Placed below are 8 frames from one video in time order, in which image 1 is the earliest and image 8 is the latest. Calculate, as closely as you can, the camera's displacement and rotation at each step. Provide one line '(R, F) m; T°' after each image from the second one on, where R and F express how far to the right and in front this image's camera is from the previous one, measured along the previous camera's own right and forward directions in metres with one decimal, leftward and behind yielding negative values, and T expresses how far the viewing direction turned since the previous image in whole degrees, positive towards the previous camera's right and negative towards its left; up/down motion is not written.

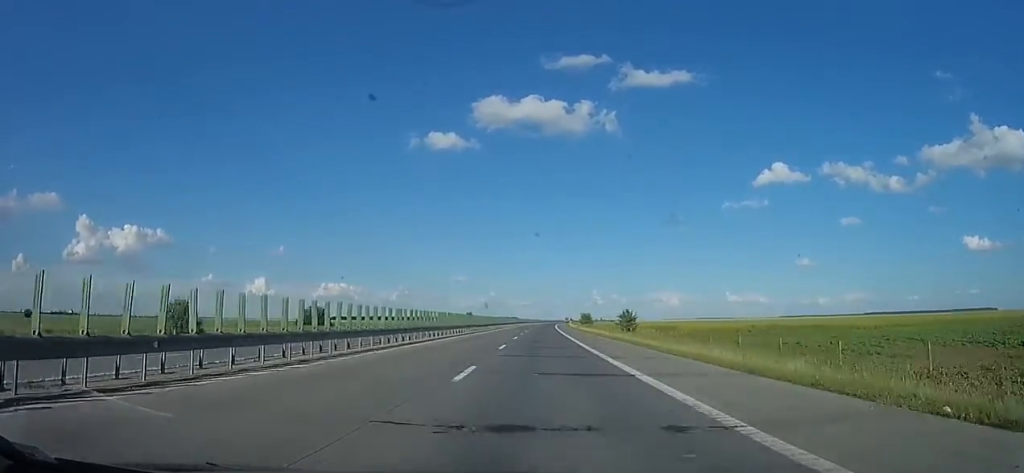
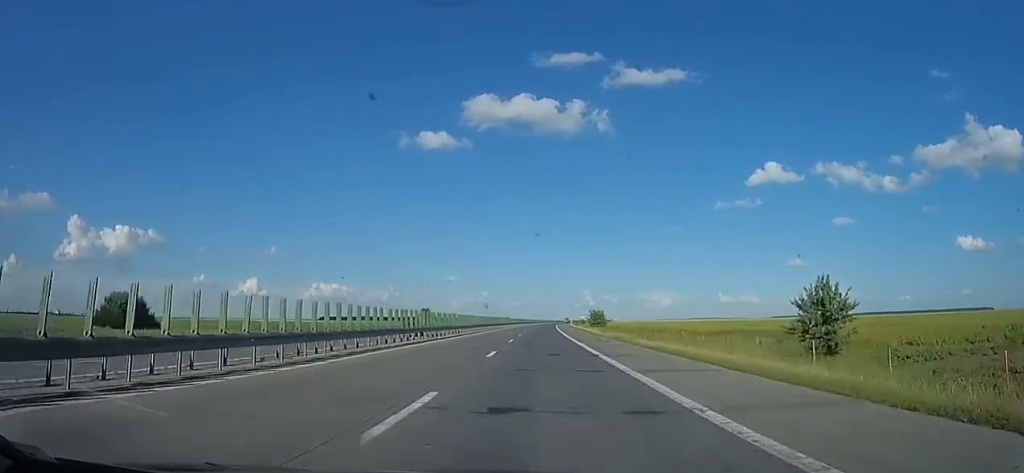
(+0.5, +53.4) m; +1°
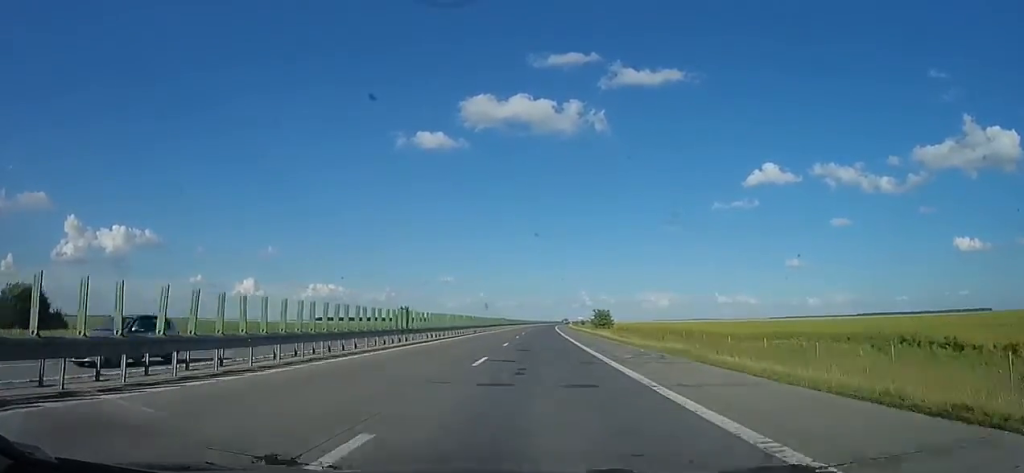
(-0.1, +15.1) m; +1°
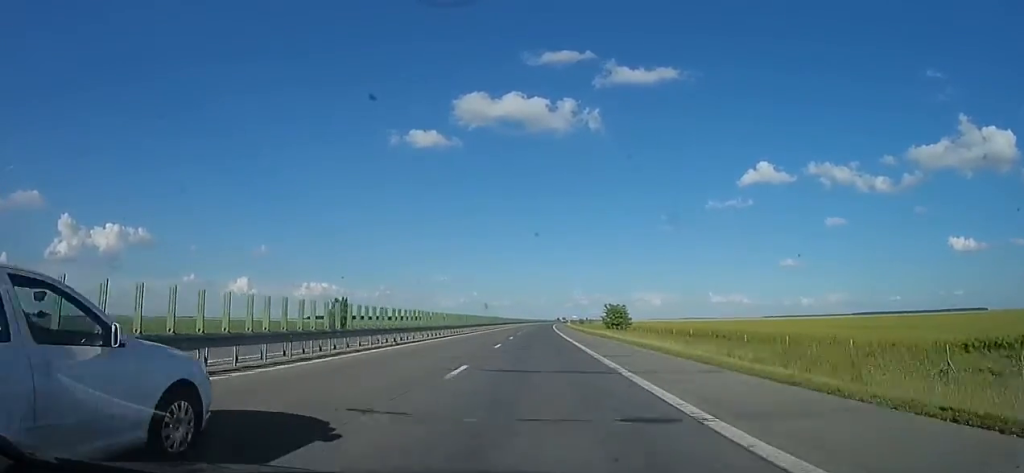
(+0.4, +27.4) m; +1°
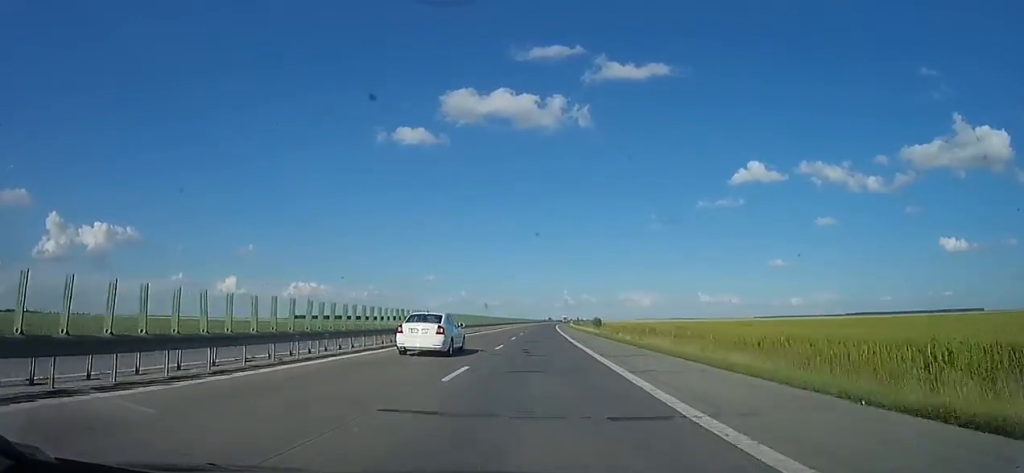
(+1.4, +83.1) m; +1°
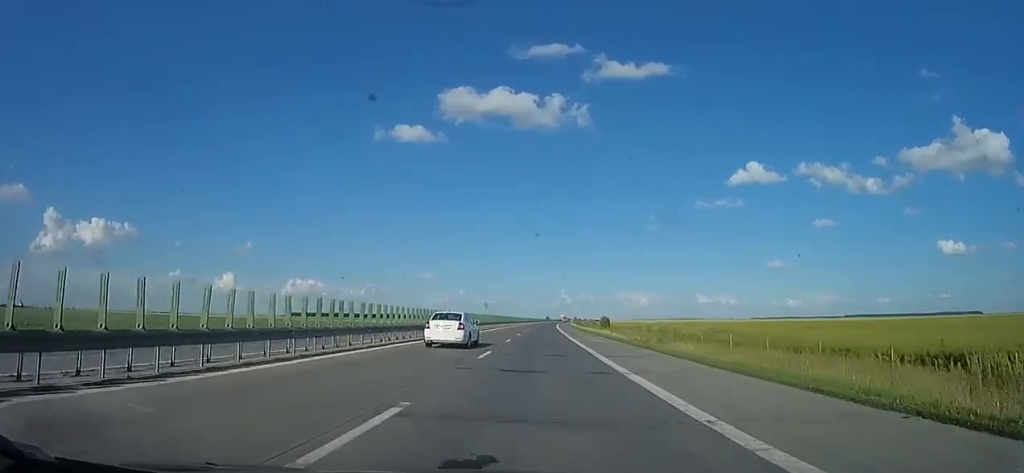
(+0.1, +18.3) m; 0°
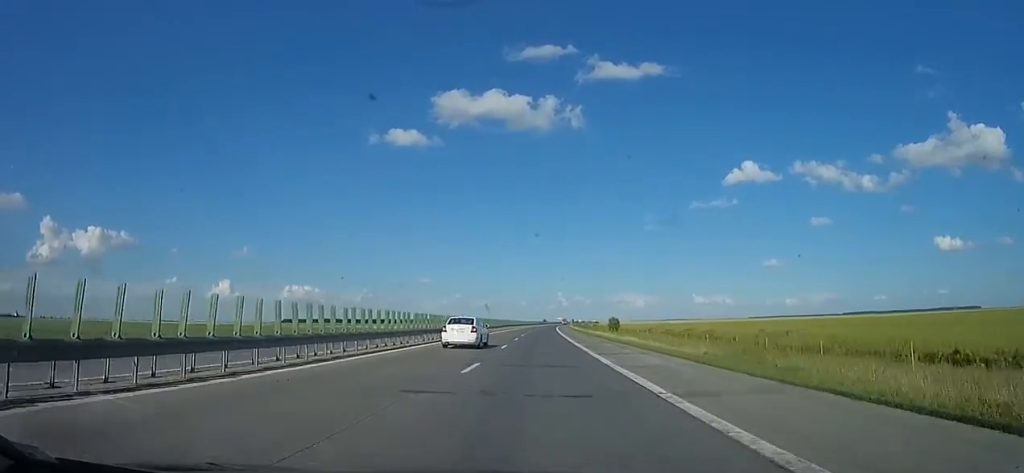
(0.0, +15.6) m; 0°
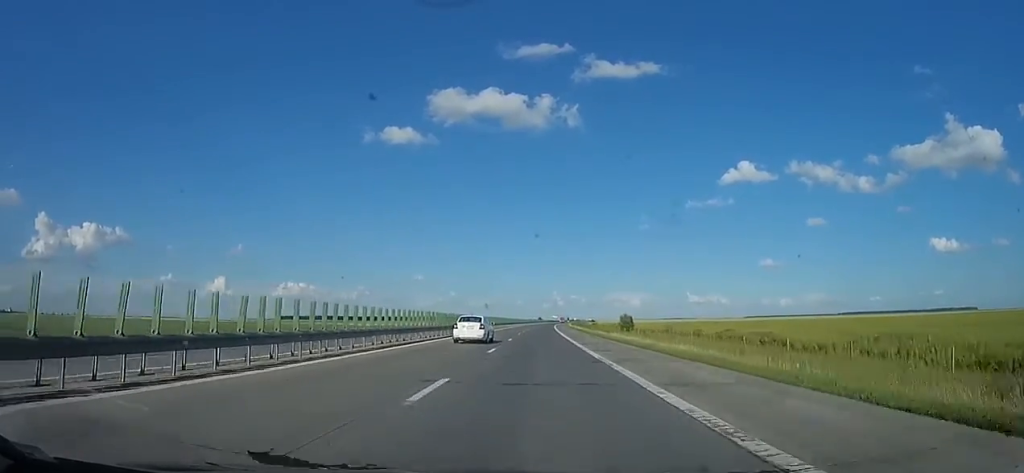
(-0.1, +16.6) m; 0°
